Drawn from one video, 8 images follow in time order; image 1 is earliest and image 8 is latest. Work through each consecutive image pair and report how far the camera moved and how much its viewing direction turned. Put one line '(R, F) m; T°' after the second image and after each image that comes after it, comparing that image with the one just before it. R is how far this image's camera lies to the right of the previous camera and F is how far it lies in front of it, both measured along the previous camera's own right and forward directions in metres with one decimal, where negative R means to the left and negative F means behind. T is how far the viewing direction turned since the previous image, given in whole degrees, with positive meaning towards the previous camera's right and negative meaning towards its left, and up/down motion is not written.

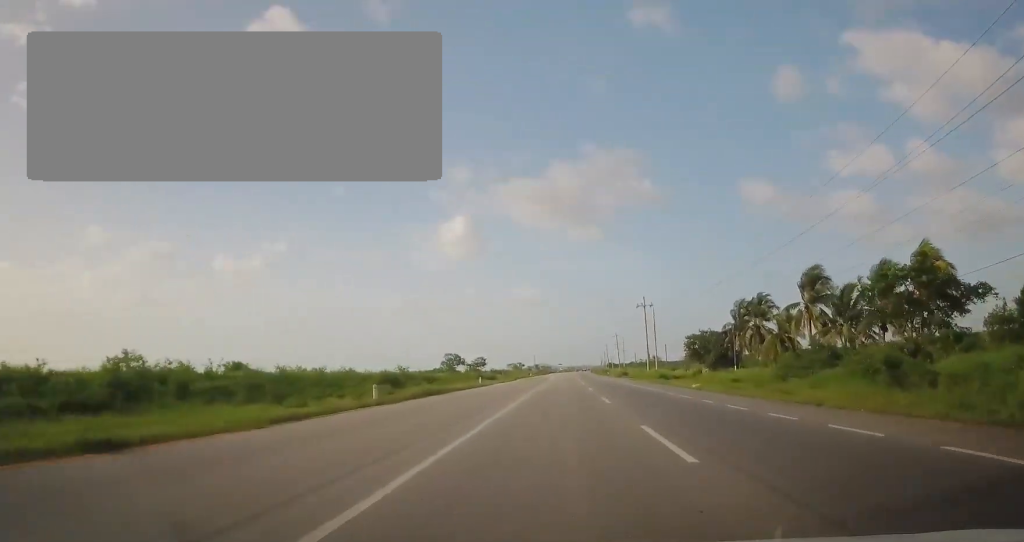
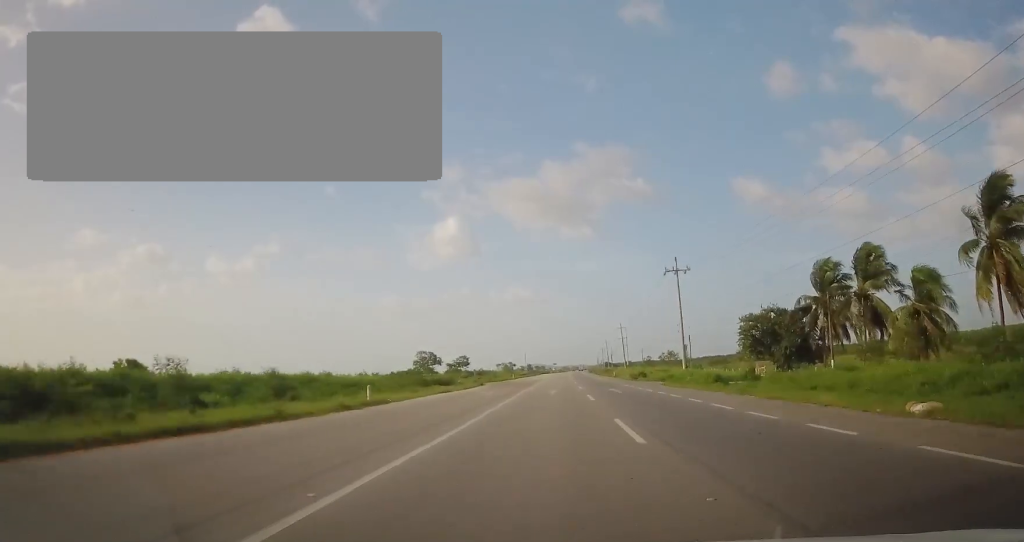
(0.0, +29.1) m; 0°
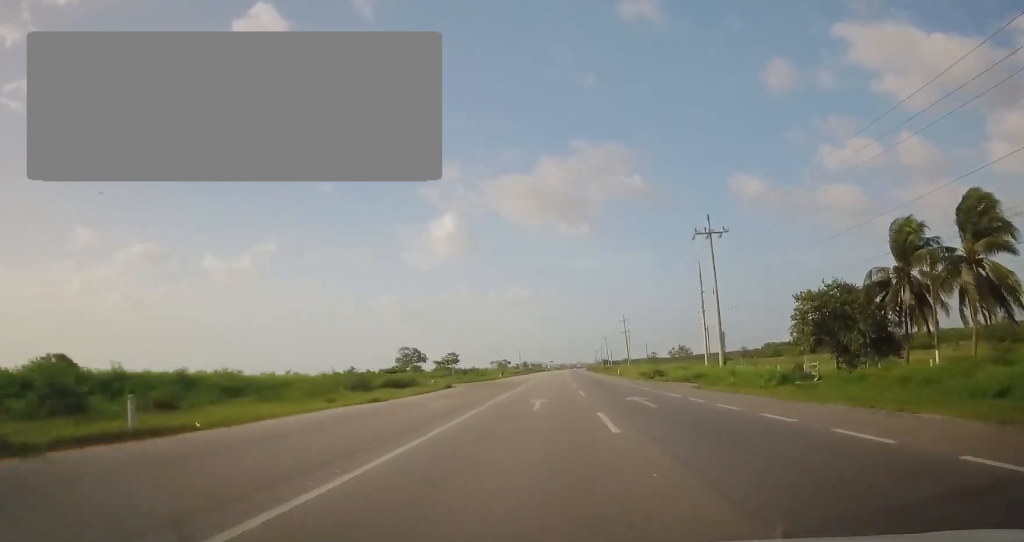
(0.0, +14.4) m; 0°
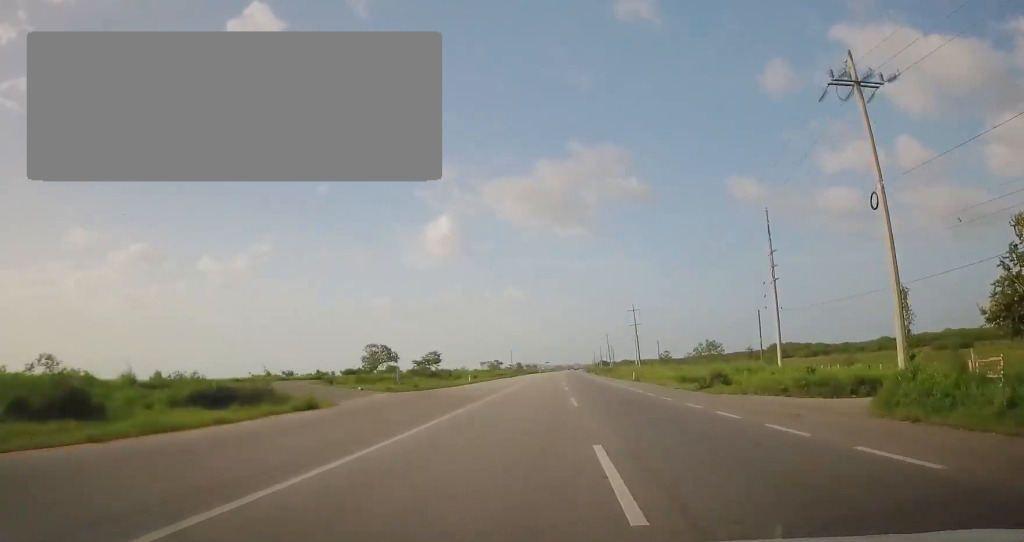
(+0.1, +23.1) m; +1°
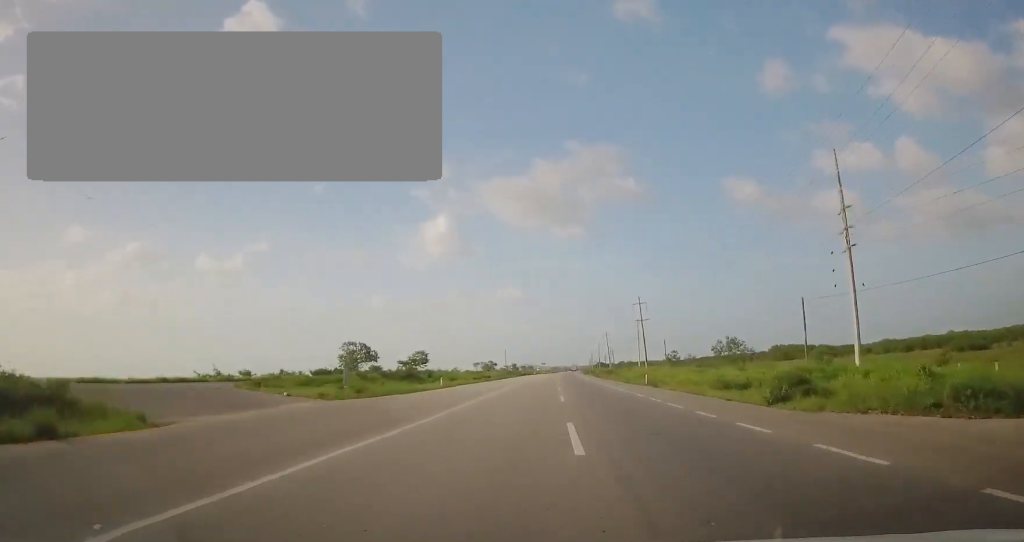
(0.0, +11.8) m; 0°
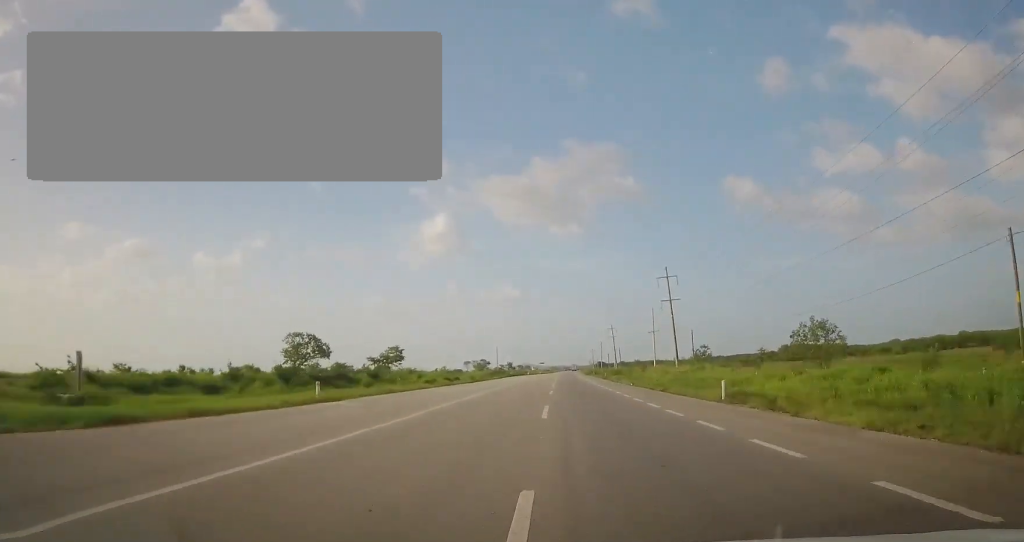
(+0.2, +24.1) m; 0°
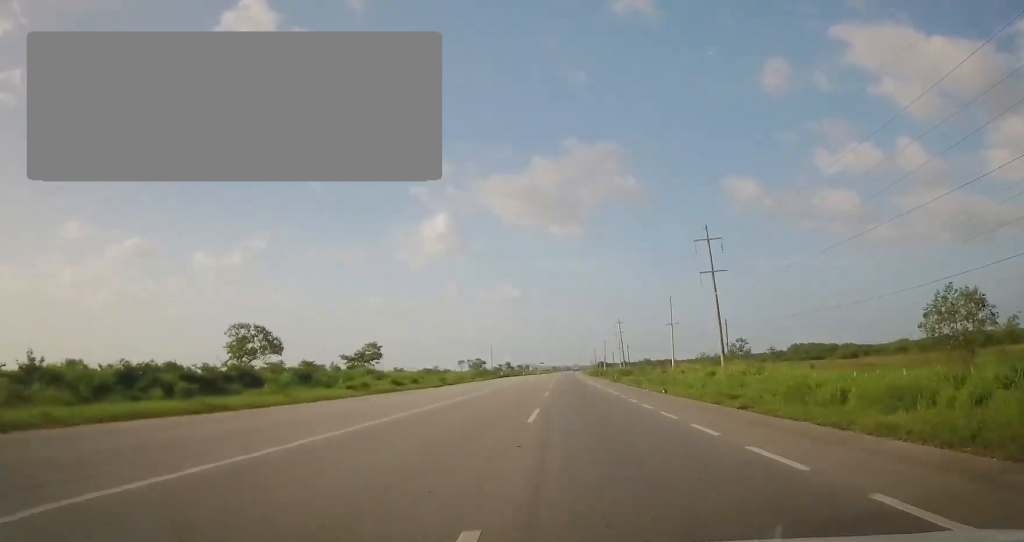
(-0.3, +17.2) m; +1°
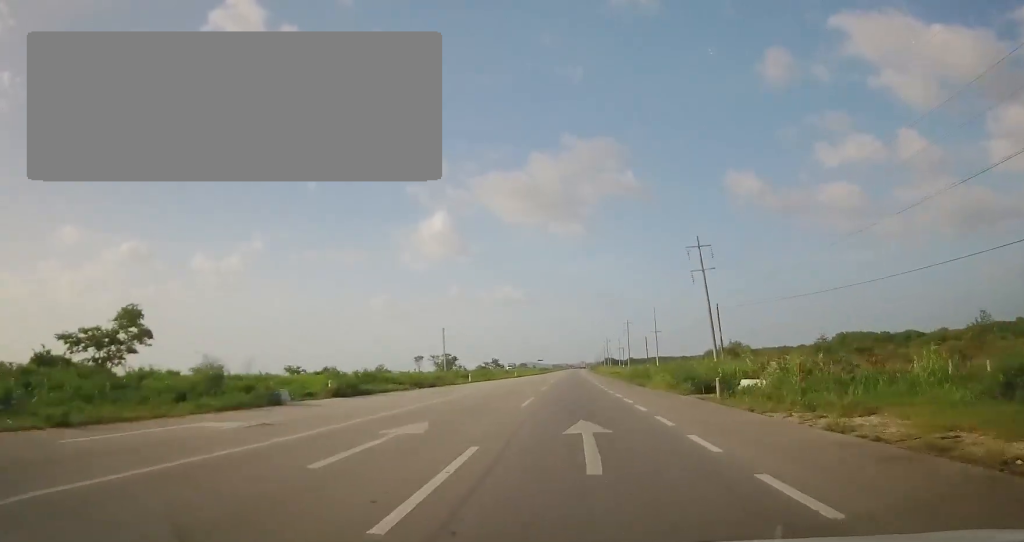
(+0.1, +73.8) m; 0°
